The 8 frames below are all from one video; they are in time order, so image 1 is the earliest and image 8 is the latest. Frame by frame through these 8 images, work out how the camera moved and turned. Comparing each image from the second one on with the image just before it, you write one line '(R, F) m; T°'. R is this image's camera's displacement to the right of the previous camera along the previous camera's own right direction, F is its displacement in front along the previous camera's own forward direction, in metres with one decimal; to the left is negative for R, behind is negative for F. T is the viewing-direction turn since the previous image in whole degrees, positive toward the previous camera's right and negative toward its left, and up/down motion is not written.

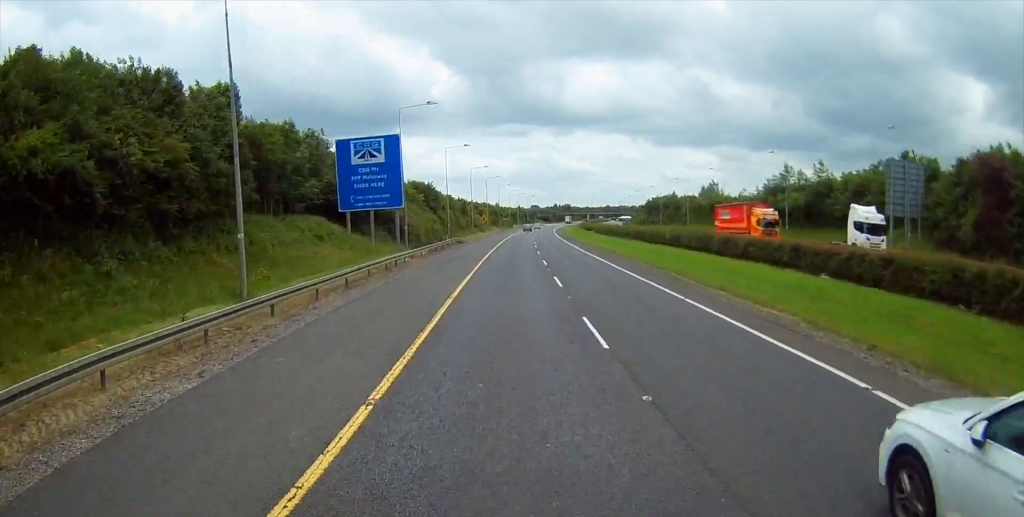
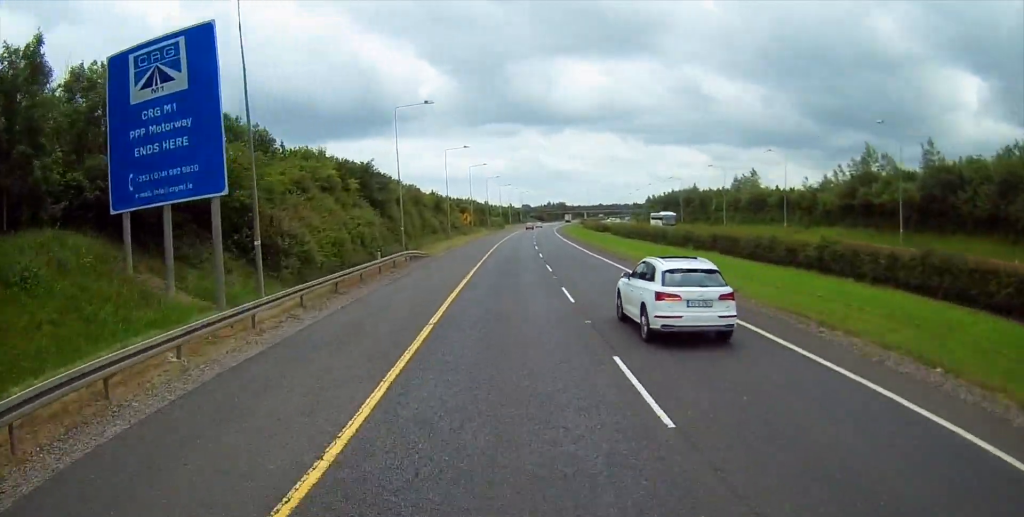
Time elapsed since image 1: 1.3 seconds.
(-0.1, +29.4) m; +1°
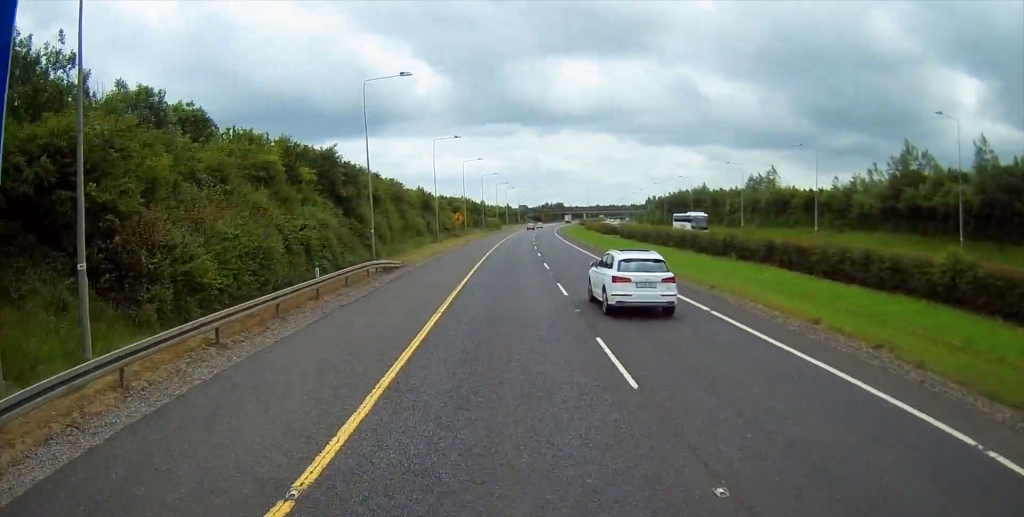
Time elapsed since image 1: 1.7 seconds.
(+0.2, +10.1) m; 0°
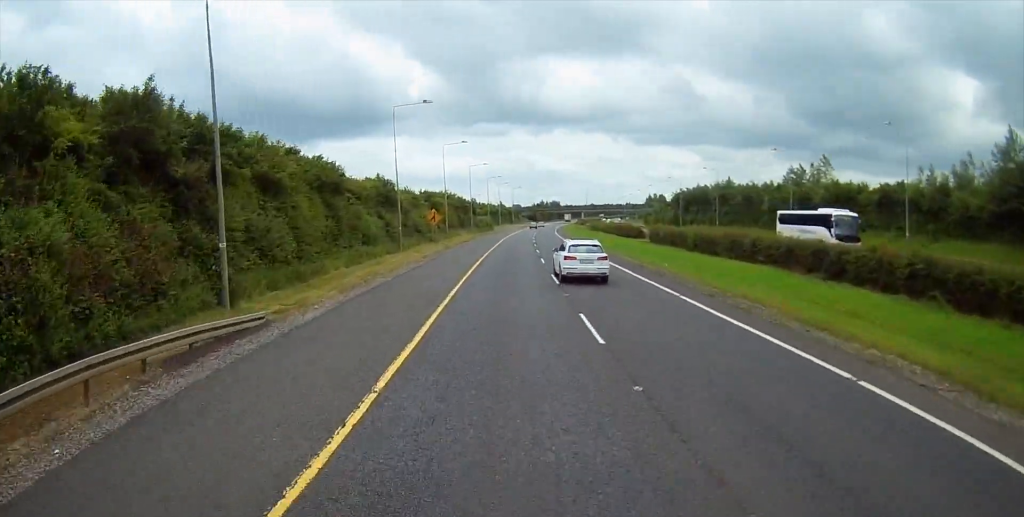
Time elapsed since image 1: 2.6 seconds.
(+0.1, +20.9) m; +1°
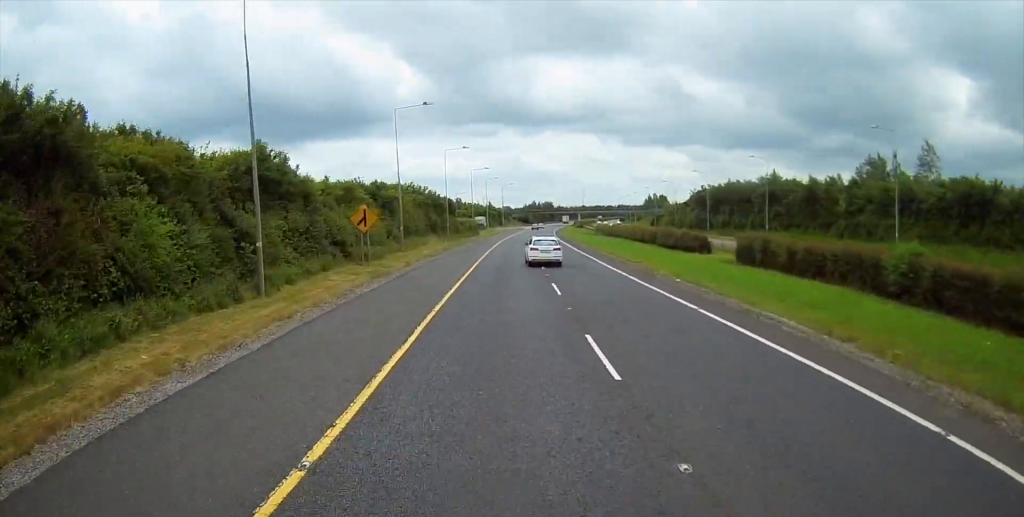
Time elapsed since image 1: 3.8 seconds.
(+0.3, +27.0) m; +1°
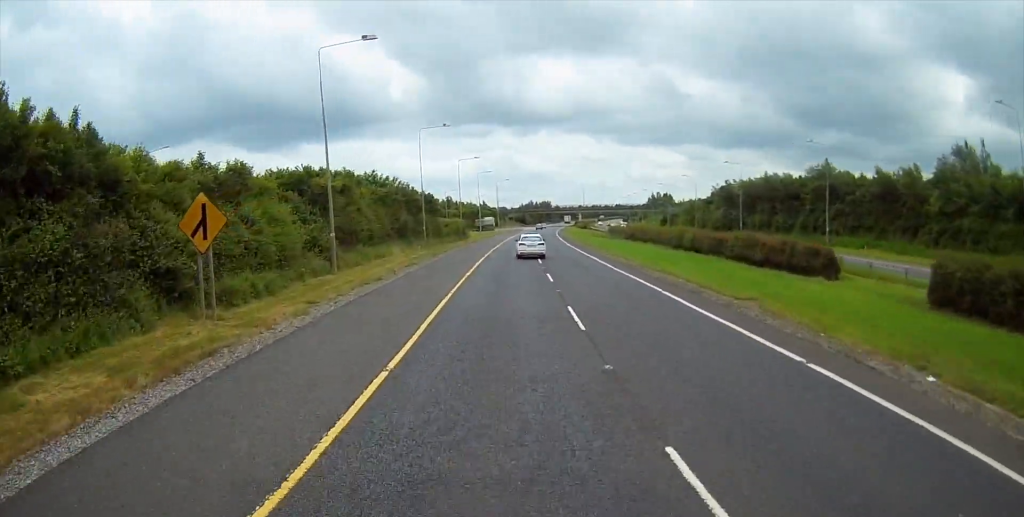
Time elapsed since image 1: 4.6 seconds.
(0.0, +19.3) m; 0°
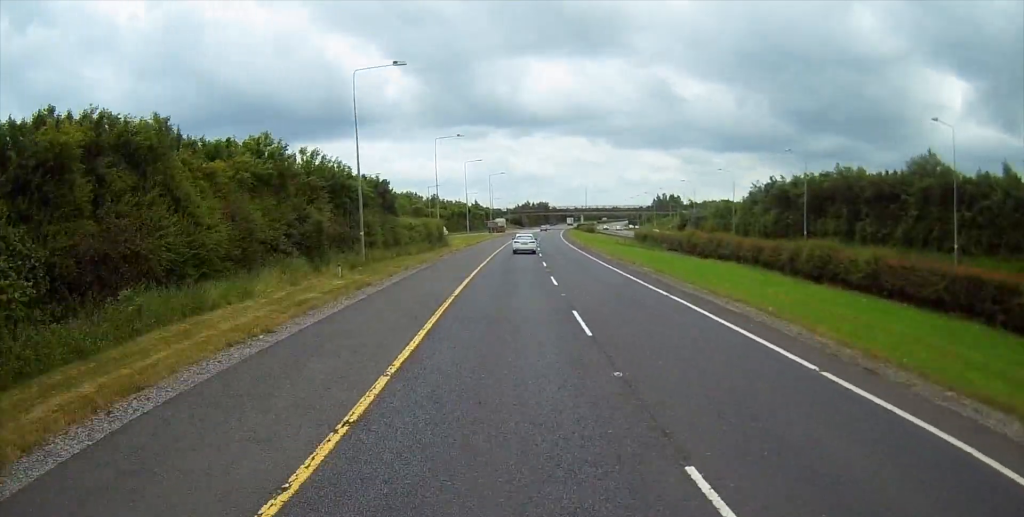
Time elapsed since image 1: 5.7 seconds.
(0.0, +24.5) m; 0°
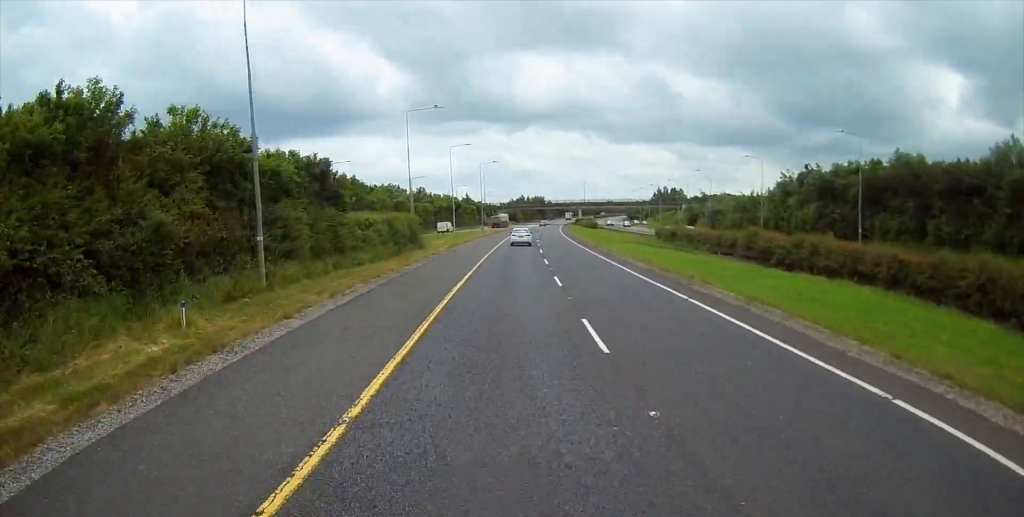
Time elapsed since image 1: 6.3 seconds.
(+0.1, +14.5) m; +1°
